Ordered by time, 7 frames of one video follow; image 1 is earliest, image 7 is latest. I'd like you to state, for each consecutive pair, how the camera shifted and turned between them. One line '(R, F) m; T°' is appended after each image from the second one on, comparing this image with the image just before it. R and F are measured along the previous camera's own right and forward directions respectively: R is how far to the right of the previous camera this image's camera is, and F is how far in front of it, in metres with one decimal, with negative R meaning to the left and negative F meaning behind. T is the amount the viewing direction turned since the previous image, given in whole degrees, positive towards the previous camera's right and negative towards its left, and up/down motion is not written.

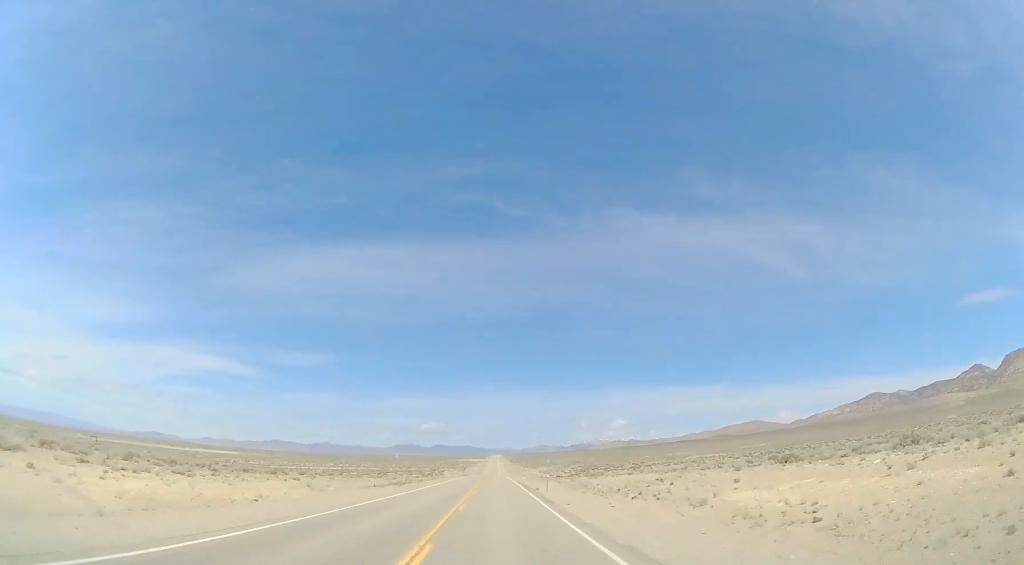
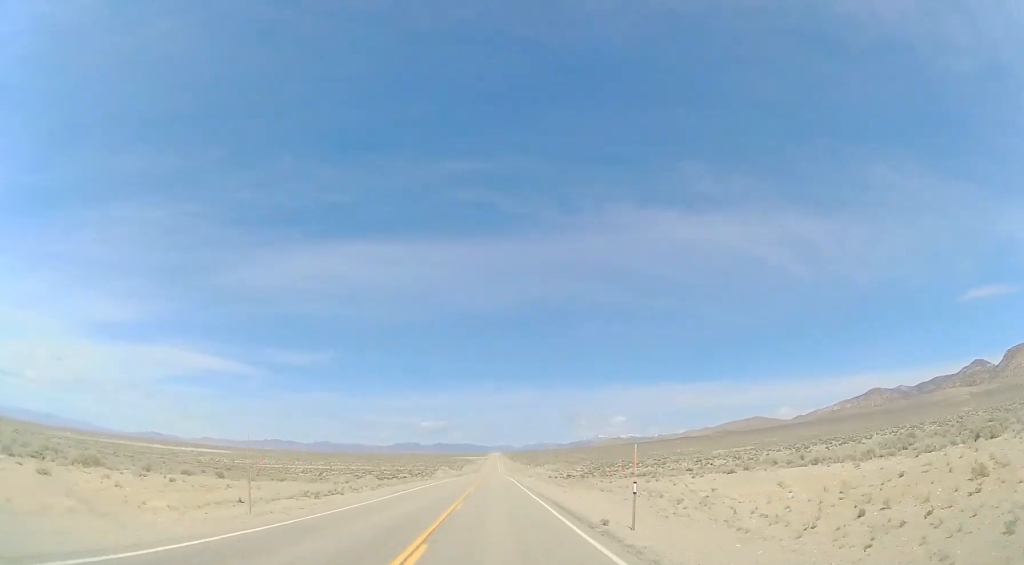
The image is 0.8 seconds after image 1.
(-0.1, +24.5) m; 0°
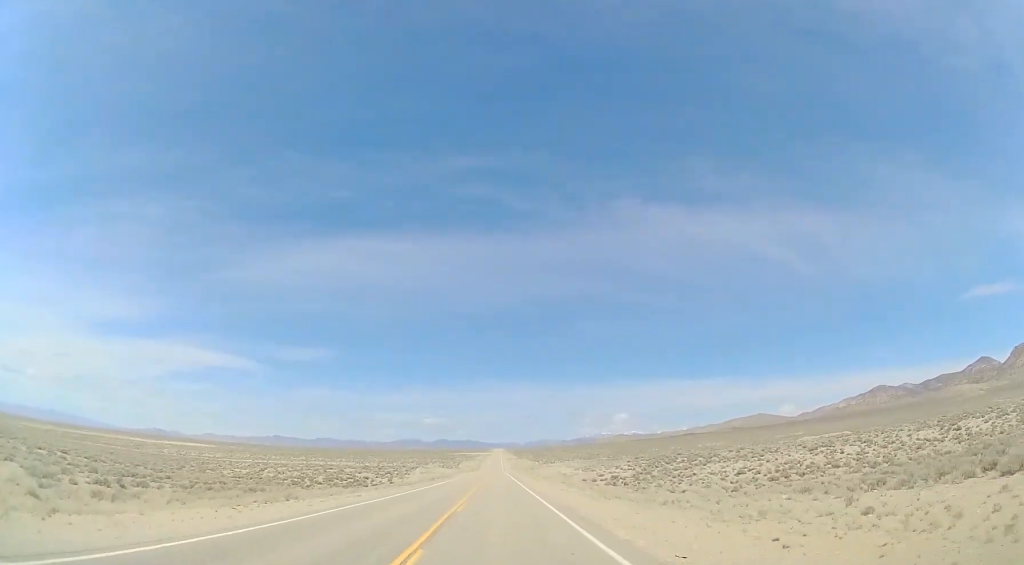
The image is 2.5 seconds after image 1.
(-0.7, +49.8) m; -1°
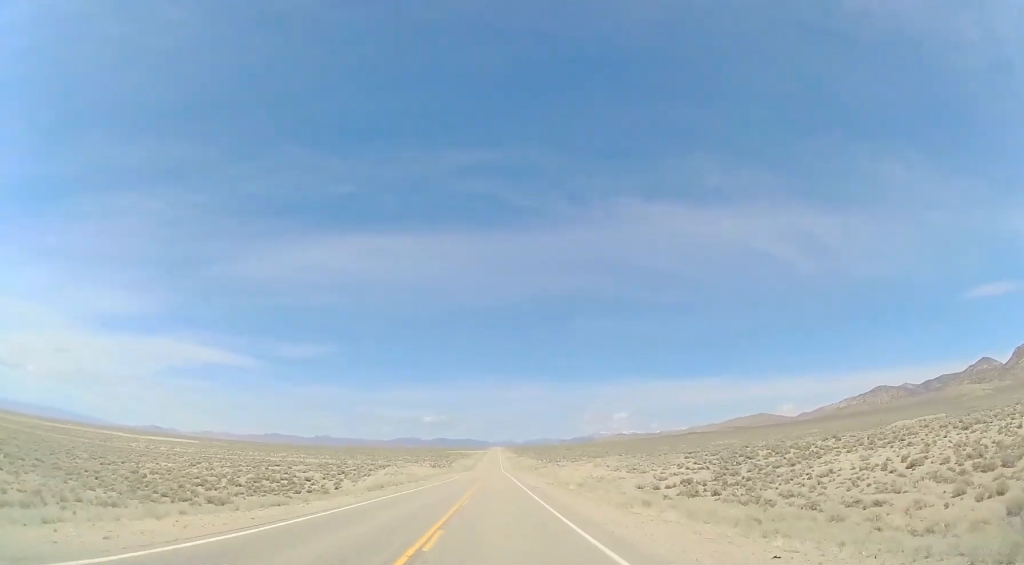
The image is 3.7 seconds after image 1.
(+0.4, +33.2) m; 0°
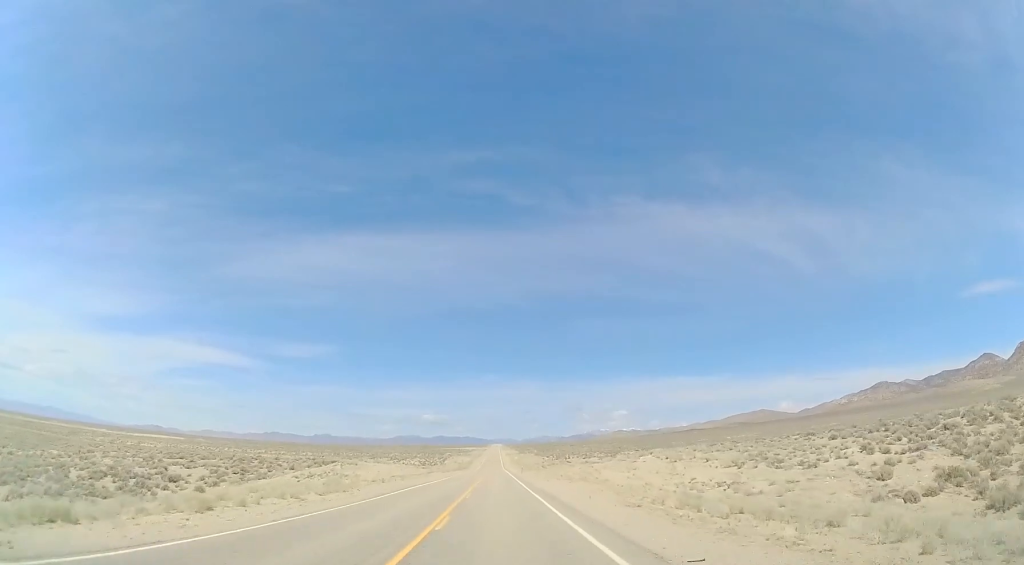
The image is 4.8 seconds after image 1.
(-0.2, +33.6) m; -1°
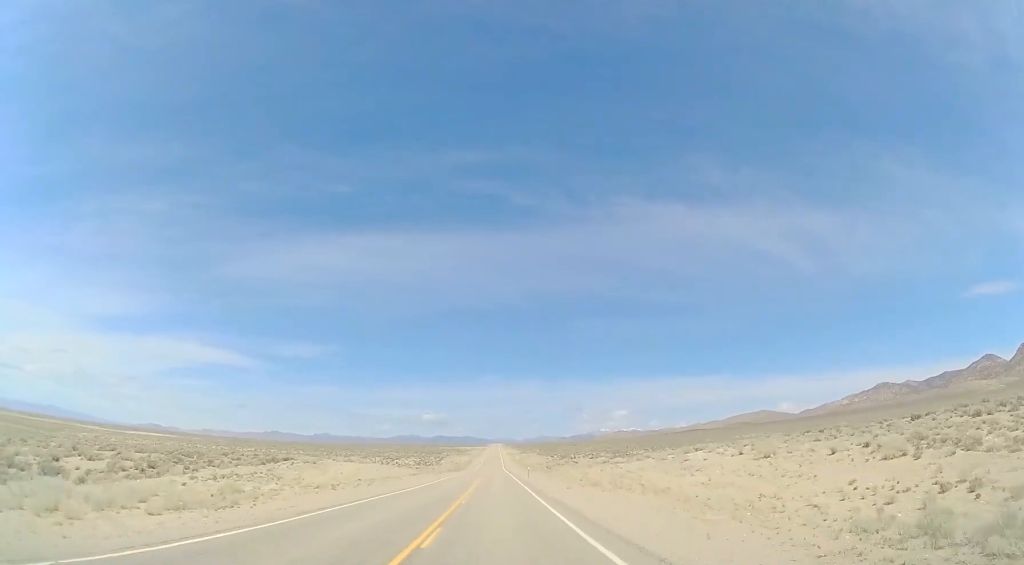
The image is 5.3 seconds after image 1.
(-0.1, +14.9) m; 0°
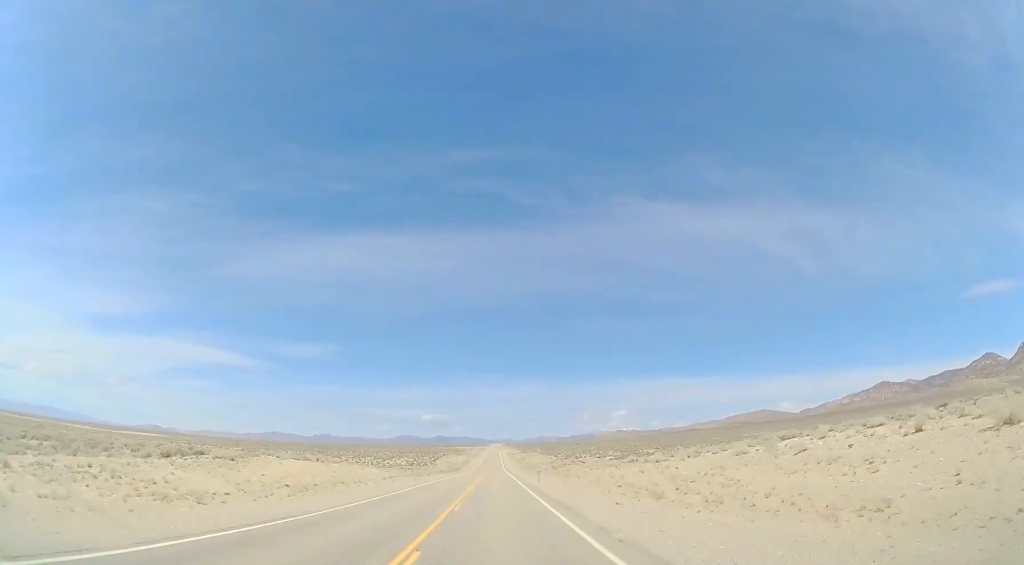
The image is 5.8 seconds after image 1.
(0.0, +16.0) m; 0°
